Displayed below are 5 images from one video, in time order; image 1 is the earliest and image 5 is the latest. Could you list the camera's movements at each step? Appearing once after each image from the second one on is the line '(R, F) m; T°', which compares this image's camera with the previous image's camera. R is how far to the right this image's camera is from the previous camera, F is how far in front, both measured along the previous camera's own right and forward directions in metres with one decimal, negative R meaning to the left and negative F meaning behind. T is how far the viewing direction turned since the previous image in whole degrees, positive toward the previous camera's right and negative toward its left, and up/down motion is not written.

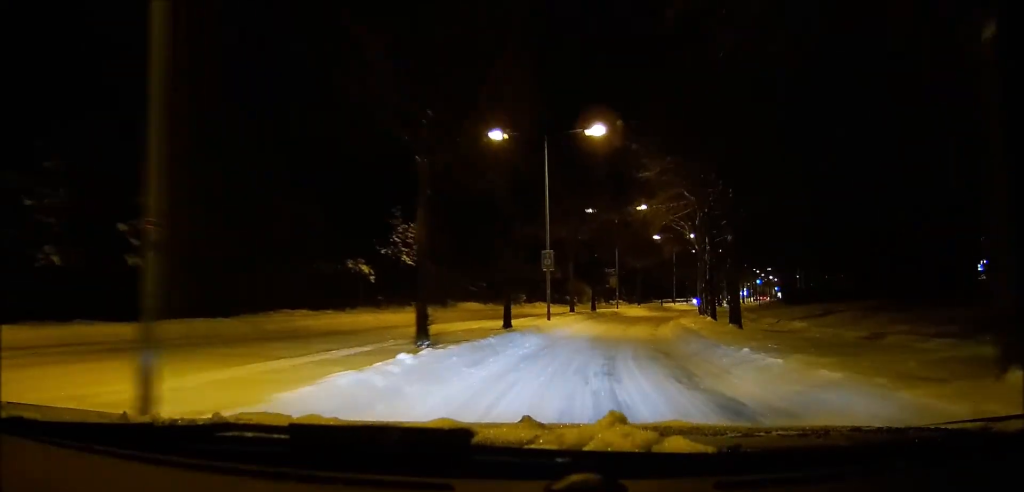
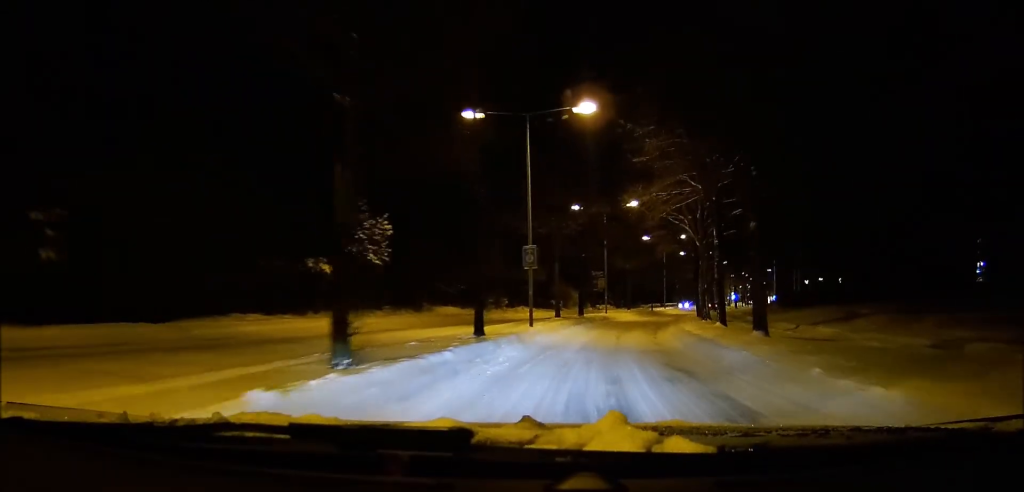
(0.0, +5.0) m; +1°
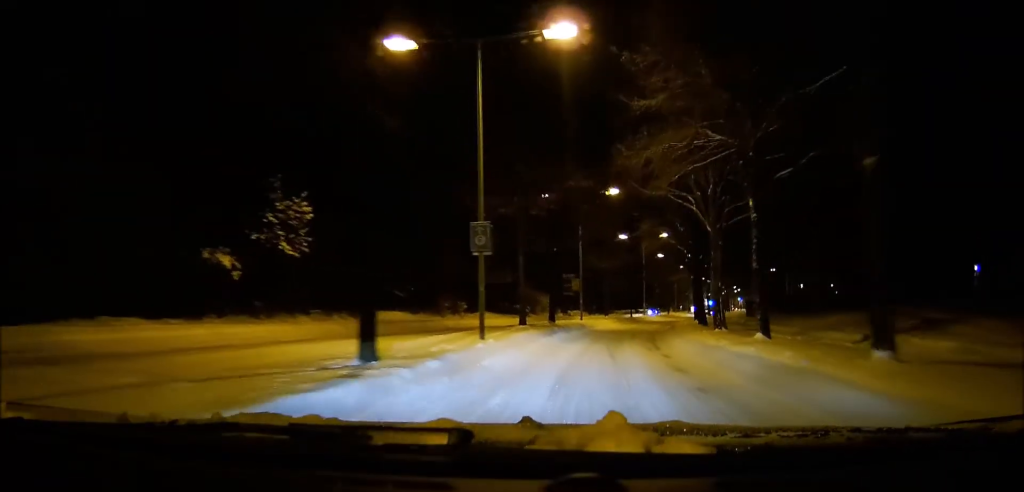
(+0.2, +9.9) m; +2°
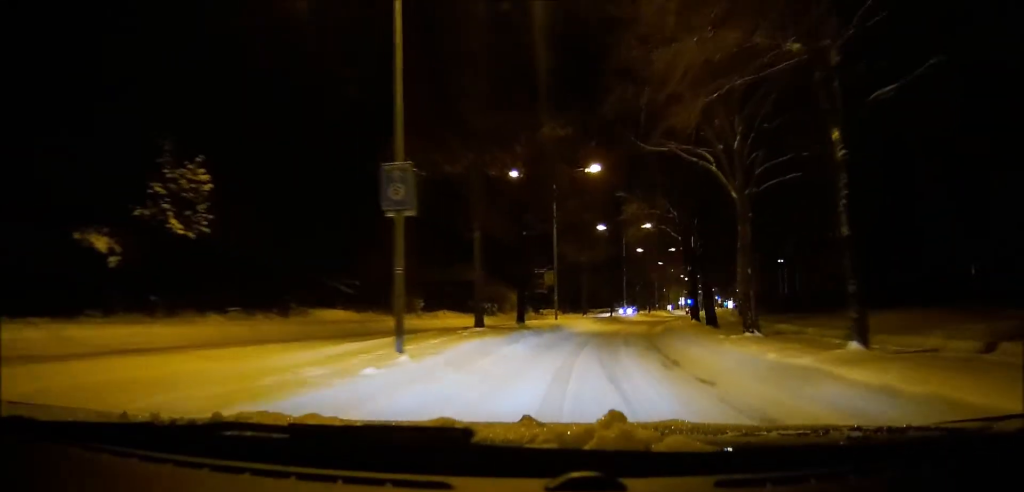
(+0.2, +8.1) m; +1°
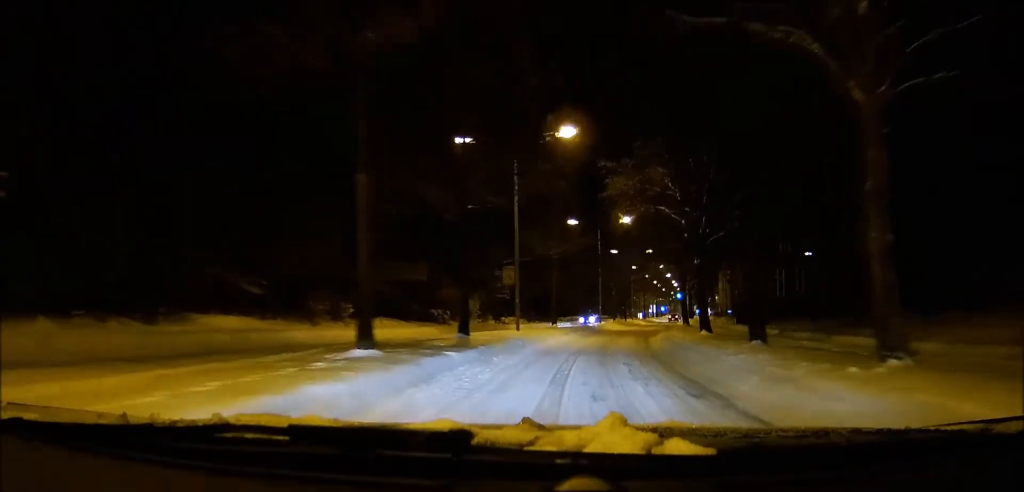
(0.0, +10.9) m; +2°
